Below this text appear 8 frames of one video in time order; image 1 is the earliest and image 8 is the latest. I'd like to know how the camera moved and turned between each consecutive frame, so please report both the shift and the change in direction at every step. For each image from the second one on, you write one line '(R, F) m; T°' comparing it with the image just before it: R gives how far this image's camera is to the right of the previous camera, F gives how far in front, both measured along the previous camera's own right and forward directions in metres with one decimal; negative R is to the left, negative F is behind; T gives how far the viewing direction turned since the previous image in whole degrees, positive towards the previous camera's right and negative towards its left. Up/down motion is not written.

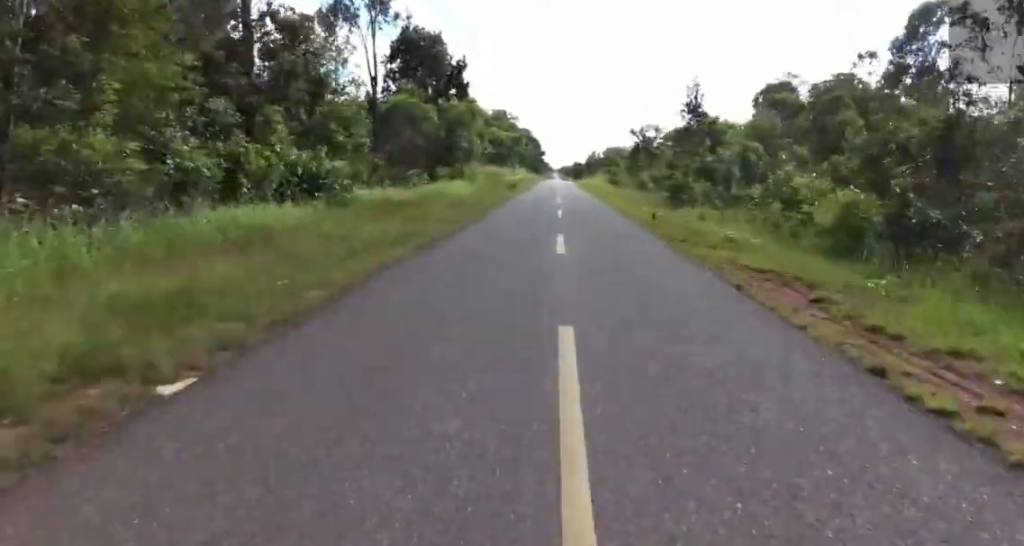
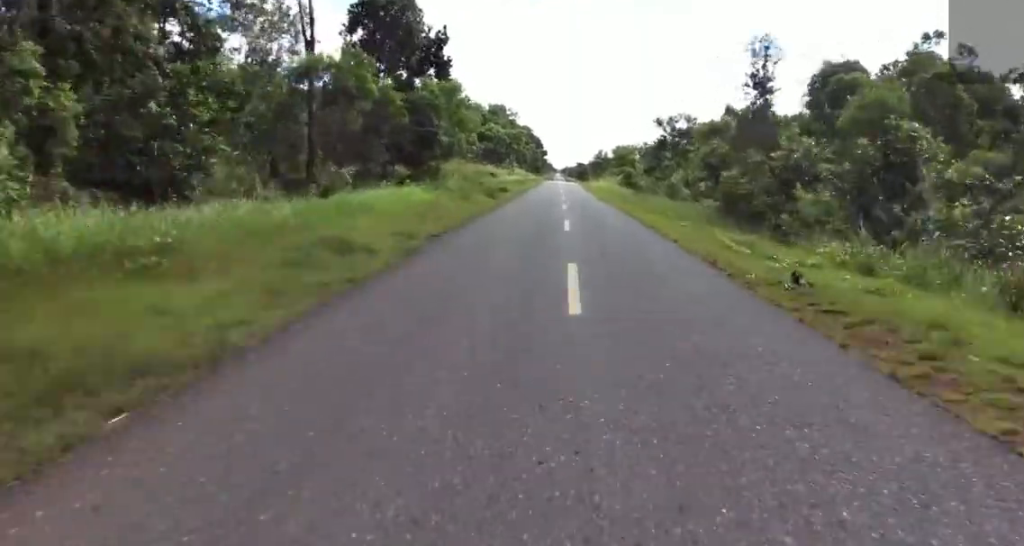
(0.0, +14.4) m; +1°
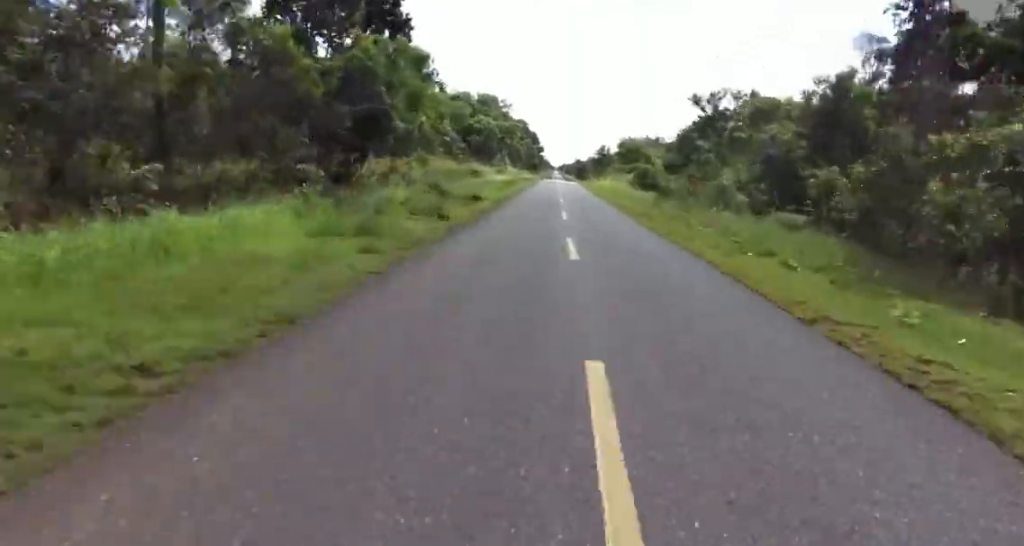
(+0.3, +13.1) m; +1°
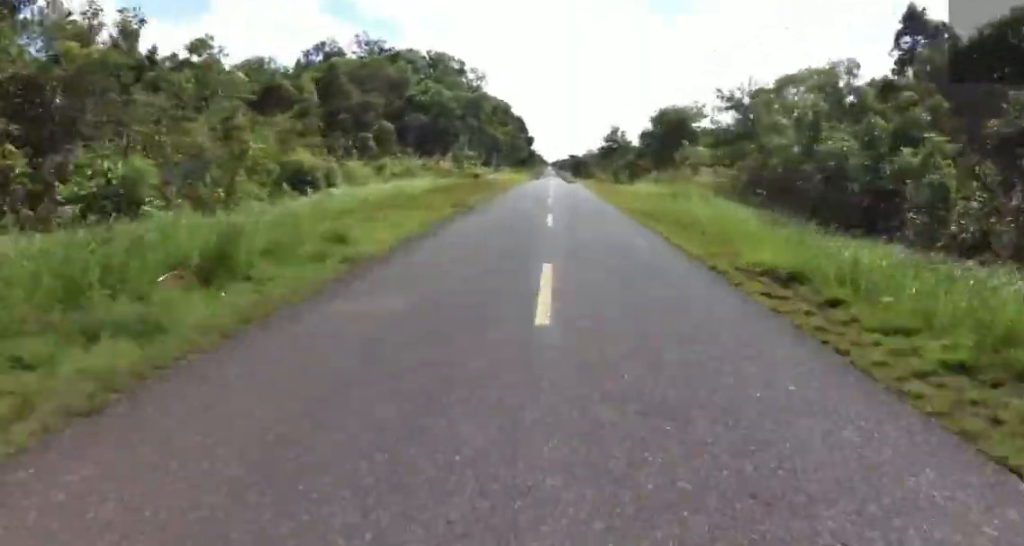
(+0.4, +39.1) m; +1°
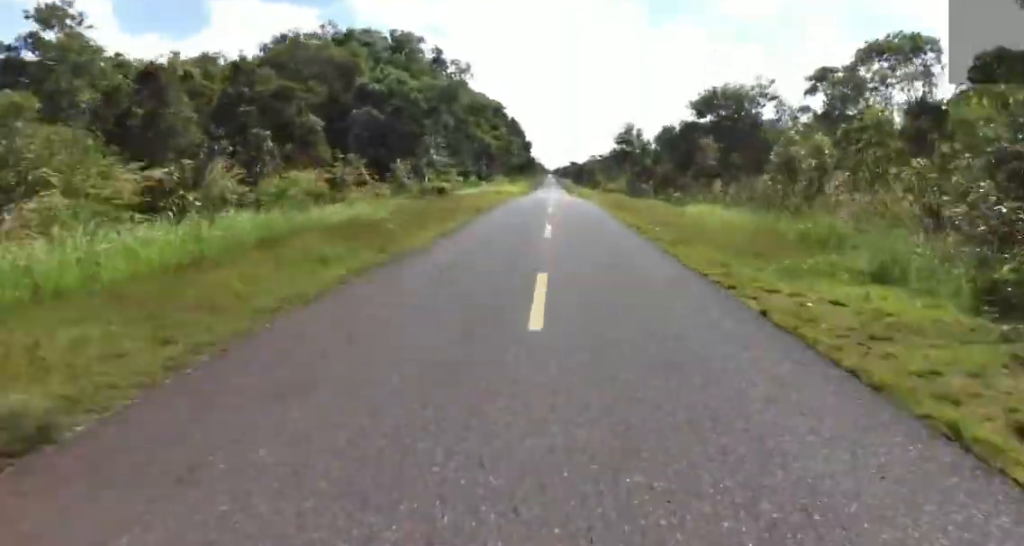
(0.0, +18.0) m; -1°
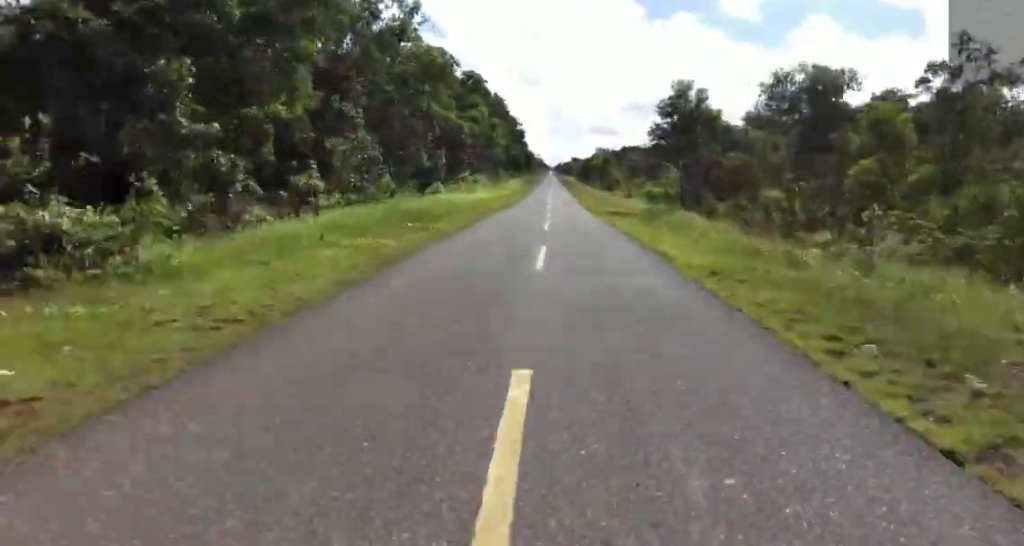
(-0.7, +30.2) m; -1°
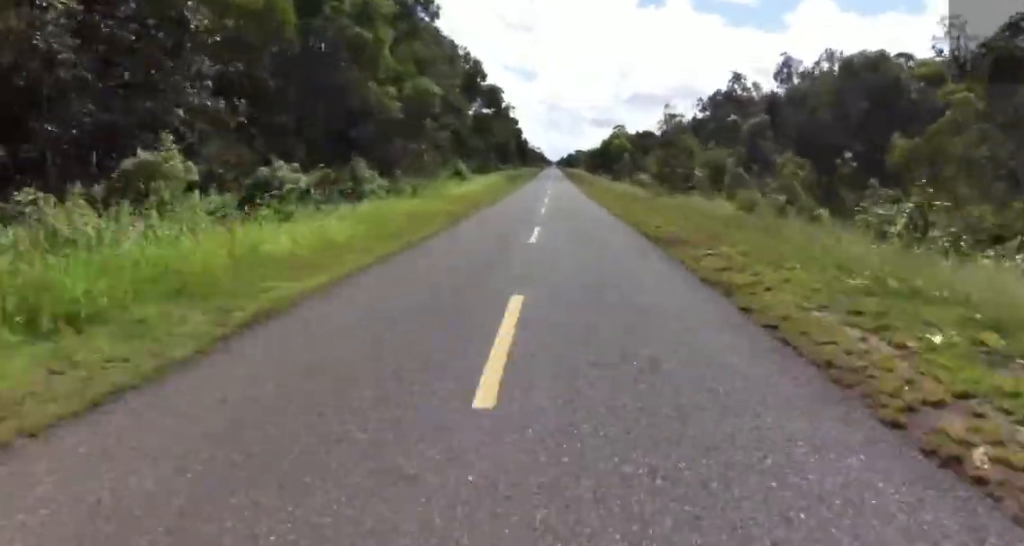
(+1.0, +49.1) m; +1°
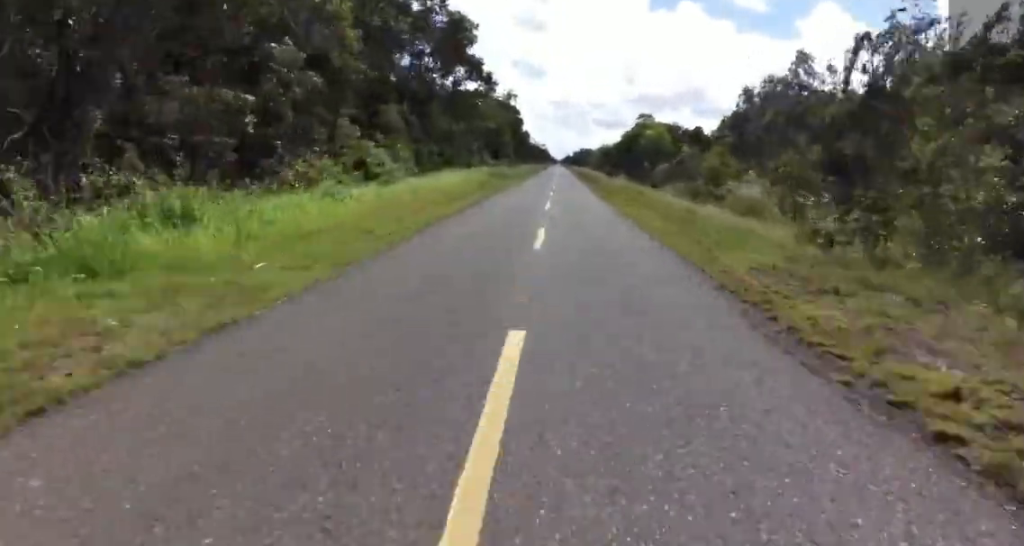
(0.0, +28.7) m; -1°
